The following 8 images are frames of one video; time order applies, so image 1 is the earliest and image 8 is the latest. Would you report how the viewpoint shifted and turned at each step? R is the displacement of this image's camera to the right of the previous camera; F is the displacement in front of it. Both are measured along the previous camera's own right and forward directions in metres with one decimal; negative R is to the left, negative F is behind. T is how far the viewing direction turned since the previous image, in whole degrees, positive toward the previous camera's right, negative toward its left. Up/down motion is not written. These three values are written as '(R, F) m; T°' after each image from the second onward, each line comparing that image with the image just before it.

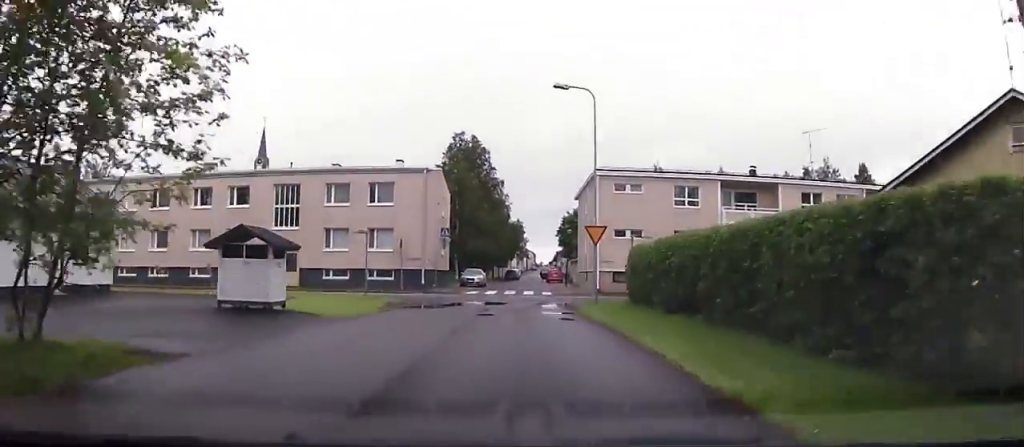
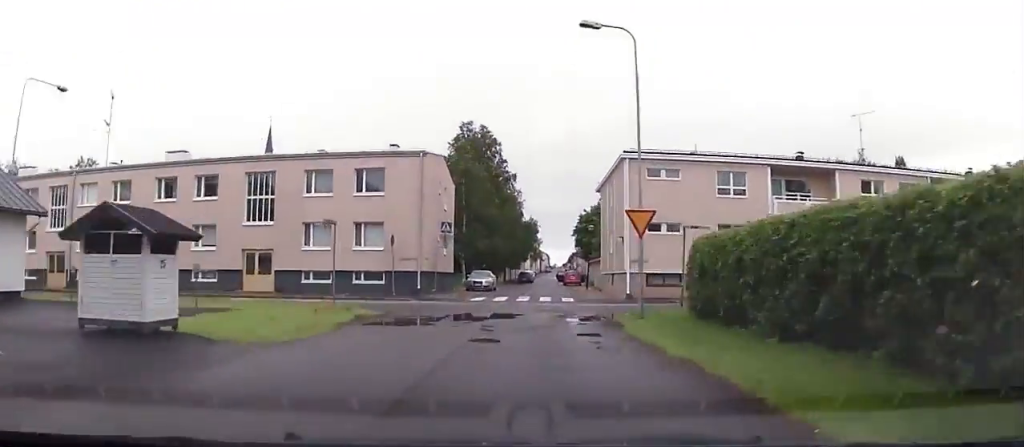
(-0.1, +6.9) m; -3°
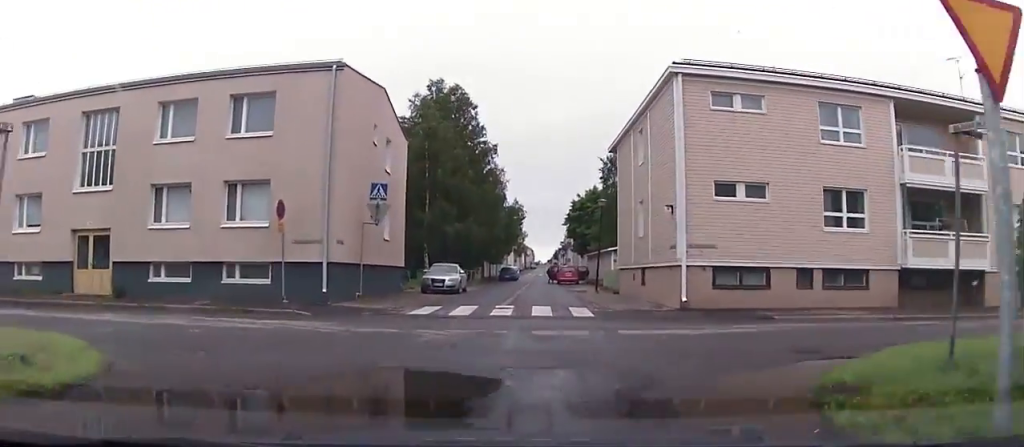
(-1.0, +15.5) m; -5°
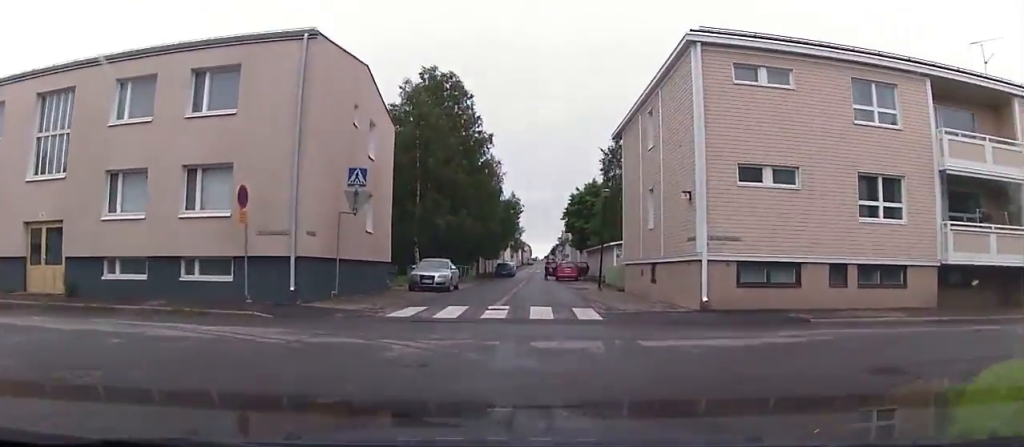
(-0.1, +4.2) m; 0°
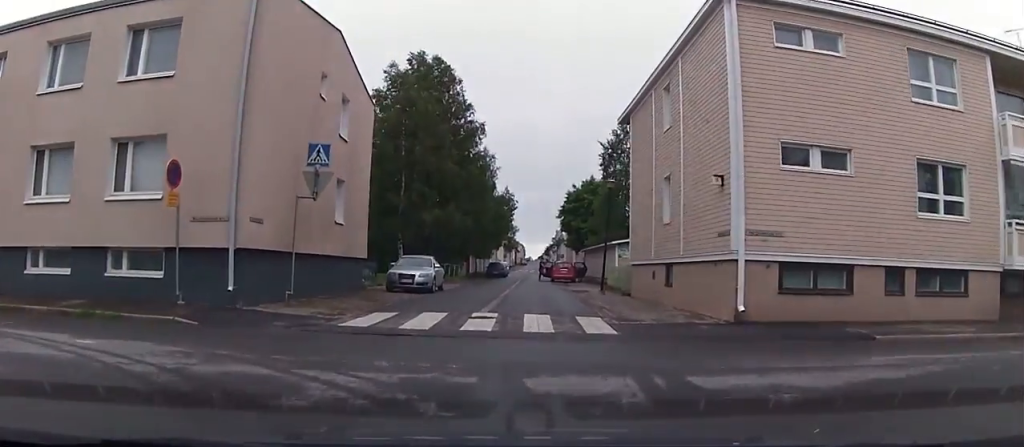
(+0.1, +8.0) m; +2°
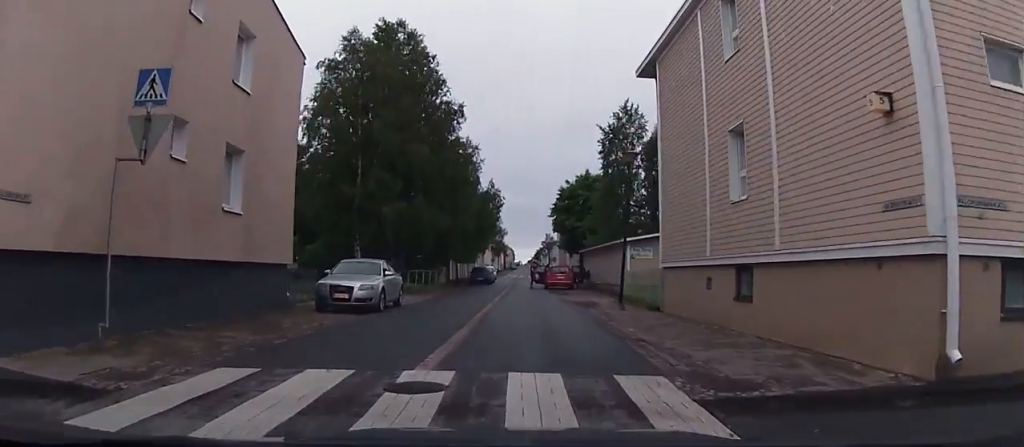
(+0.5, +12.6) m; +6°
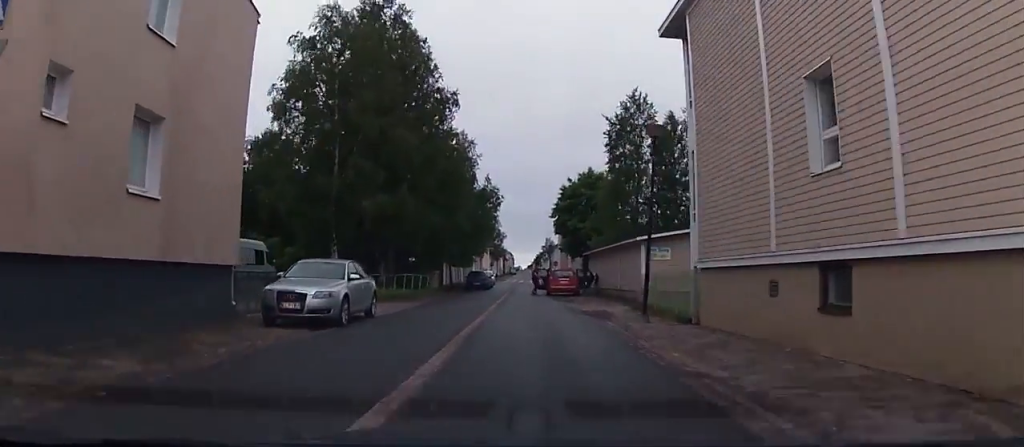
(+0.2, +2.5) m; +1°
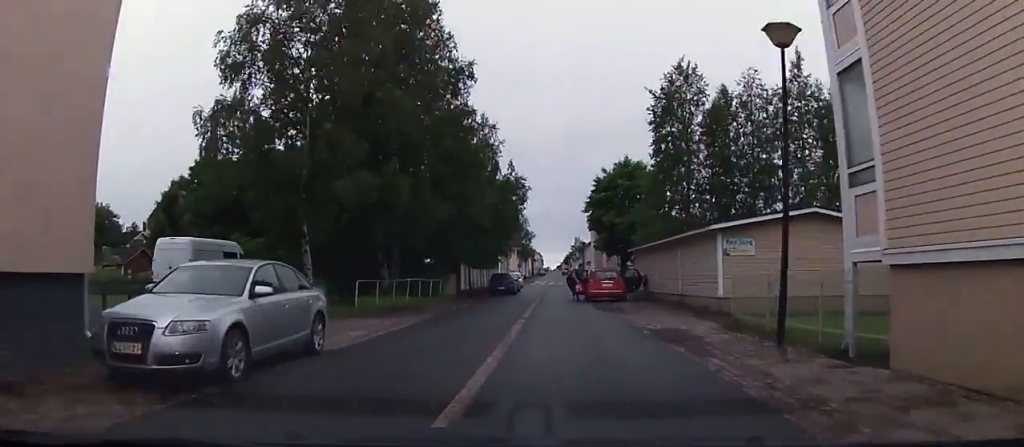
(+0.1, +4.6) m; -1°
